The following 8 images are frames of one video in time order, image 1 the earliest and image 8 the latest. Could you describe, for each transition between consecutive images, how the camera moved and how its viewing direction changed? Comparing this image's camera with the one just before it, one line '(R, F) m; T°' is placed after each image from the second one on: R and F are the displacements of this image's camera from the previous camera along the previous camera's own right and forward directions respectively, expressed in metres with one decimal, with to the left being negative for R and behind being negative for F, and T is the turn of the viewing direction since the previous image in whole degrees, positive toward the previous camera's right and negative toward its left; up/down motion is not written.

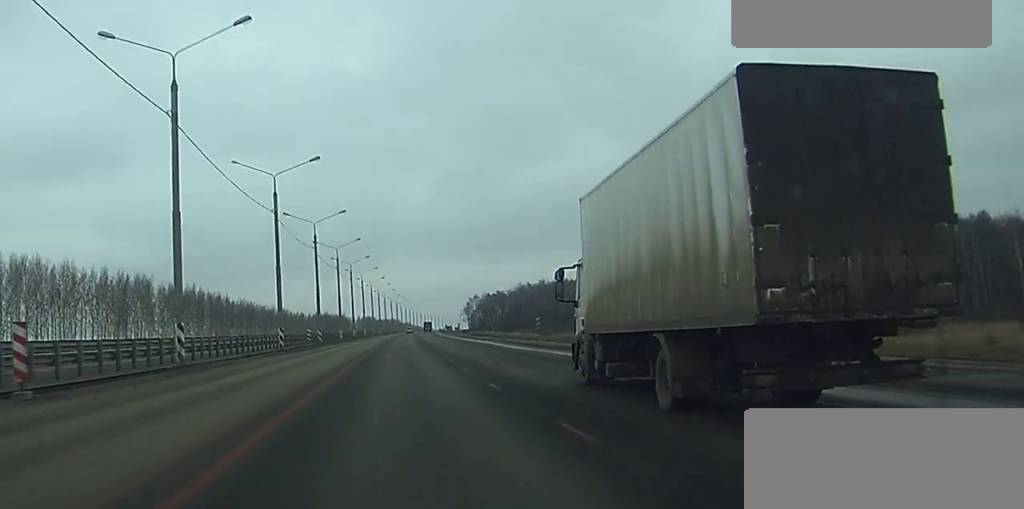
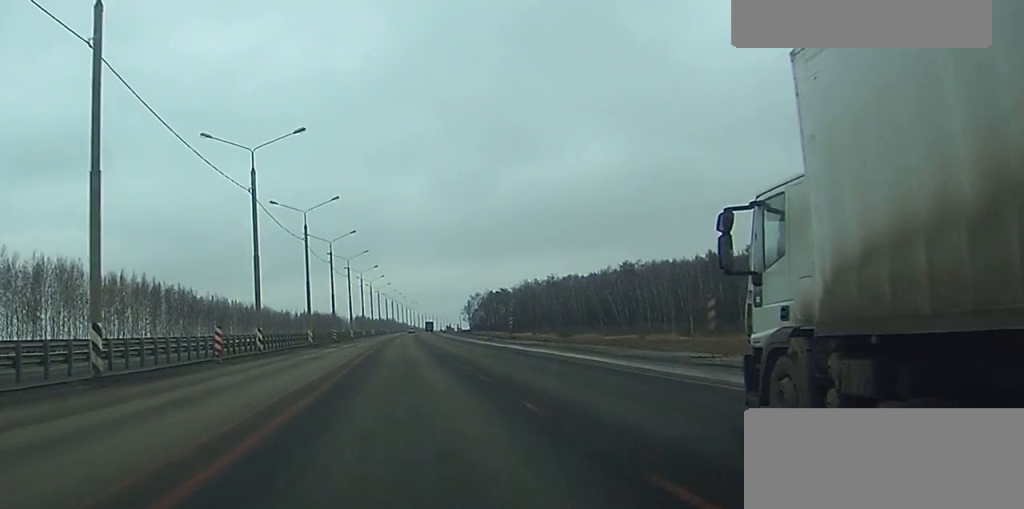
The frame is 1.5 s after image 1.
(-0.1, +34.3) m; +2°
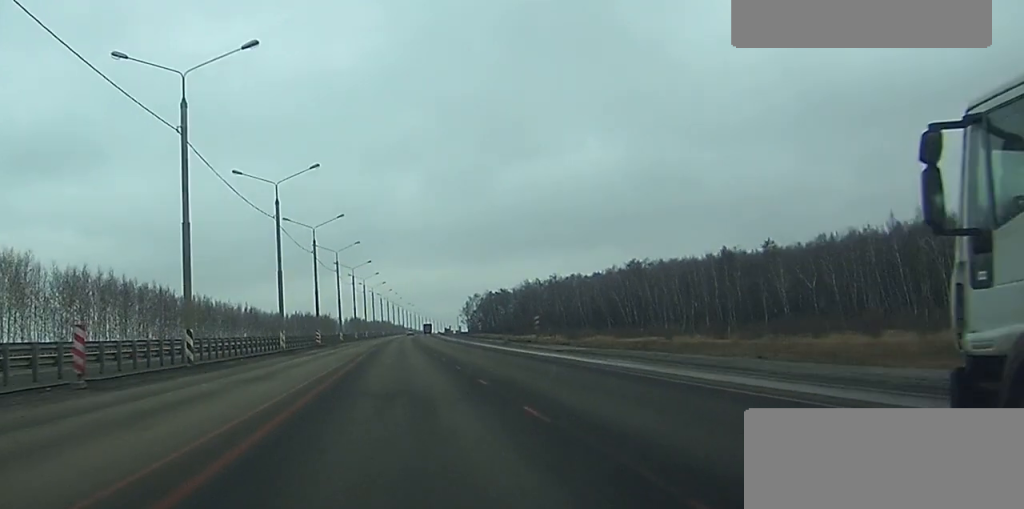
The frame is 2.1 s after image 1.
(+0.8, +18.1) m; +1°
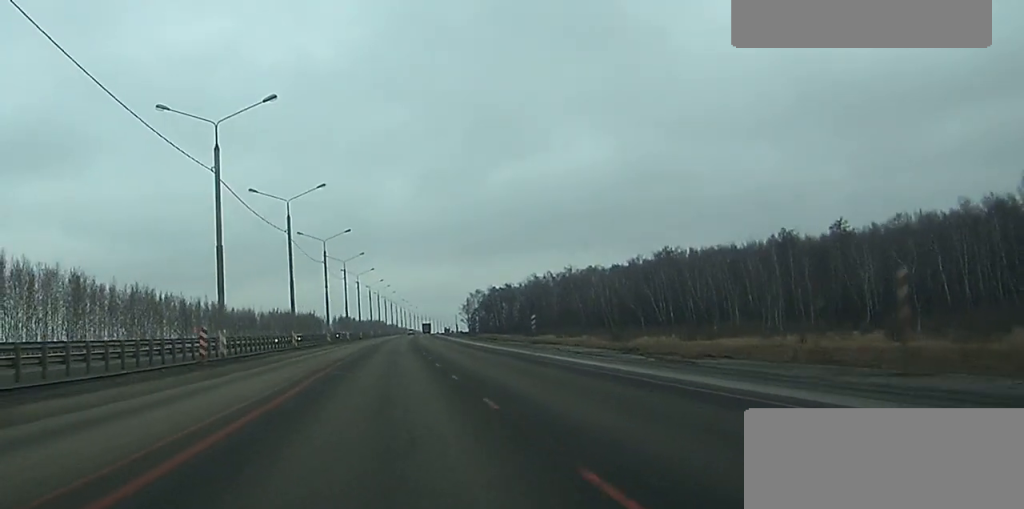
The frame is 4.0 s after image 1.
(-0.6, +50.6) m; -1°
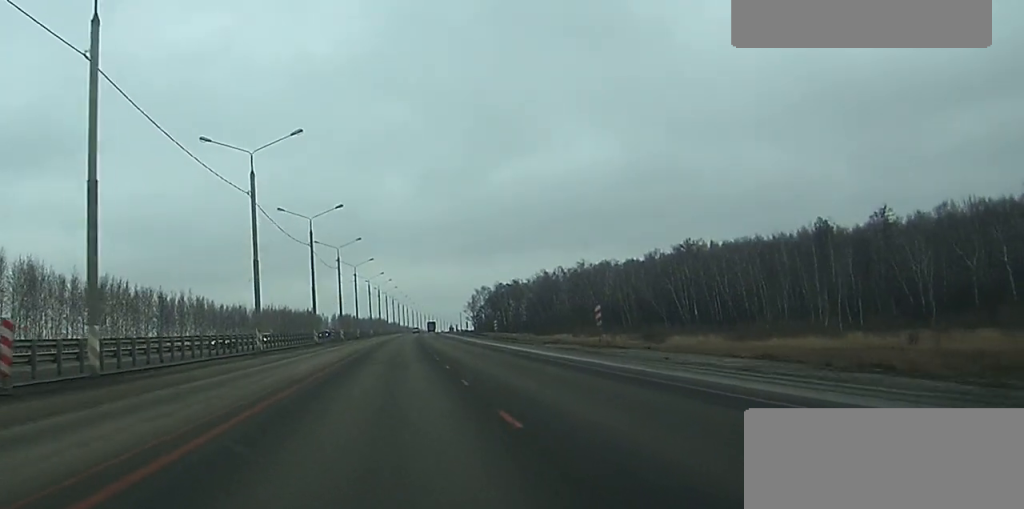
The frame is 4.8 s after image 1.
(0.0, +20.2) m; 0°
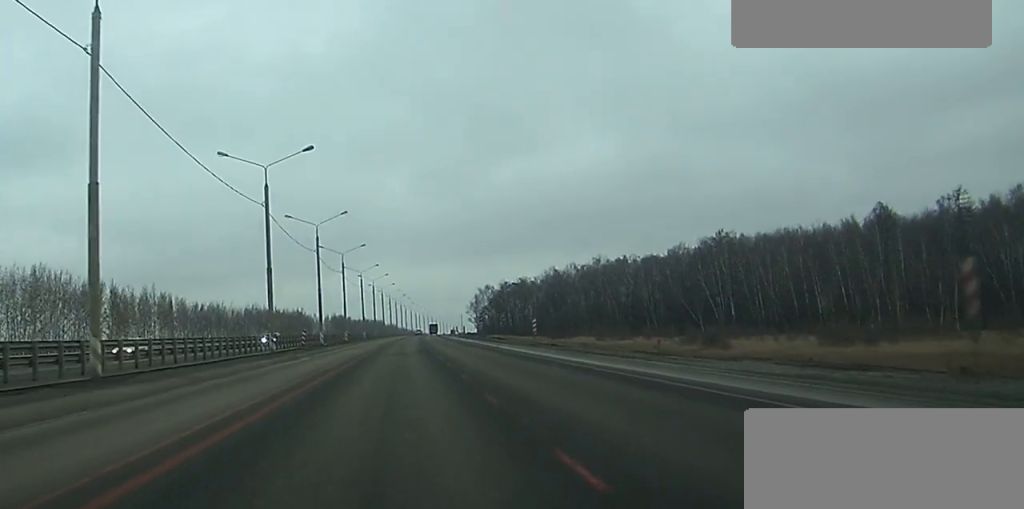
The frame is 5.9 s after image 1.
(0.0, +29.1) m; 0°
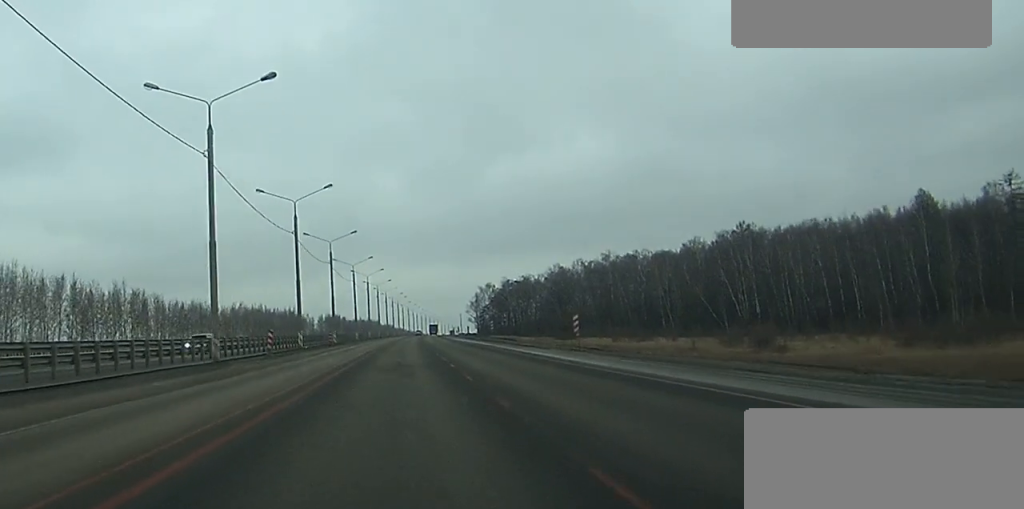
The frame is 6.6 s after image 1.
(0.0, +16.8) m; 0°
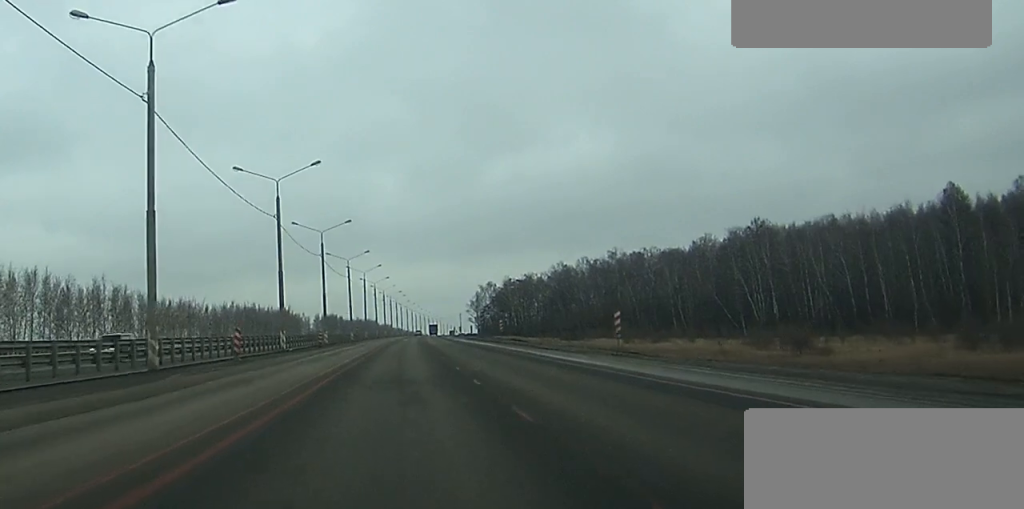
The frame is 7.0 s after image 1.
(0.0, +10.0) m; 0°
